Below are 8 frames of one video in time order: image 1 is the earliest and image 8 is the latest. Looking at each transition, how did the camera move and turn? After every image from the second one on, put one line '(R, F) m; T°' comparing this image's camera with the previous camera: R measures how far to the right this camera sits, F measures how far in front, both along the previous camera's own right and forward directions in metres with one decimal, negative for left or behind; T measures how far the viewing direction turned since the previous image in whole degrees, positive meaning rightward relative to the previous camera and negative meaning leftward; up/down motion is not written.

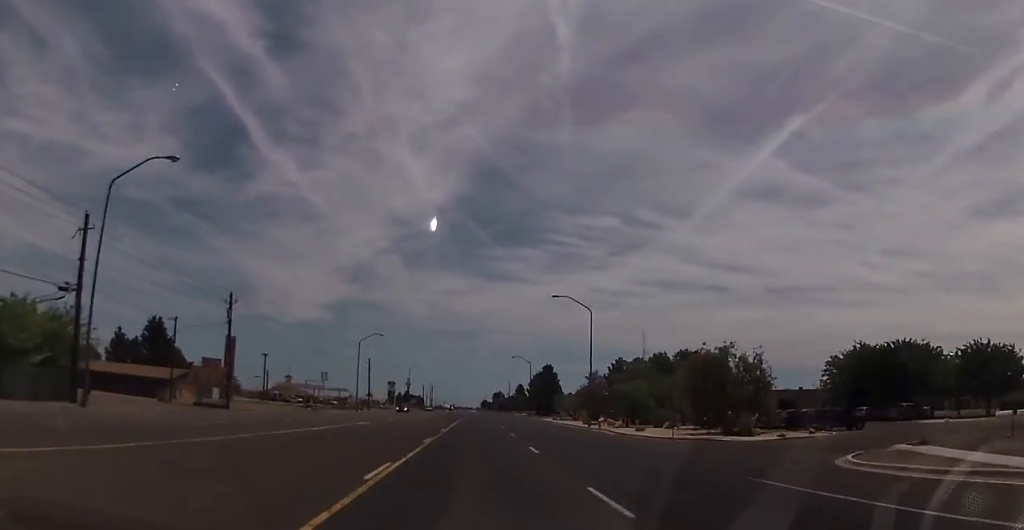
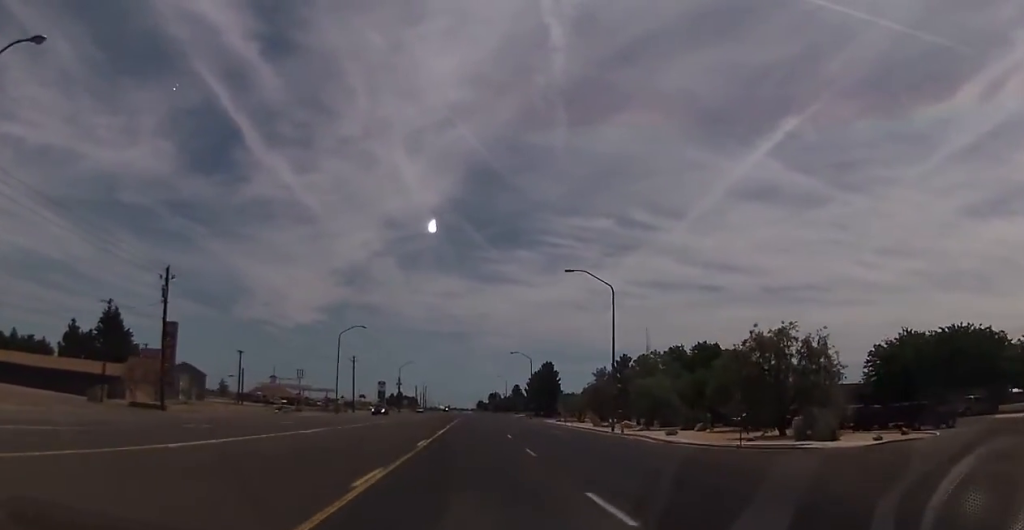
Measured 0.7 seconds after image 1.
(0.0, +12.8) m; 0°
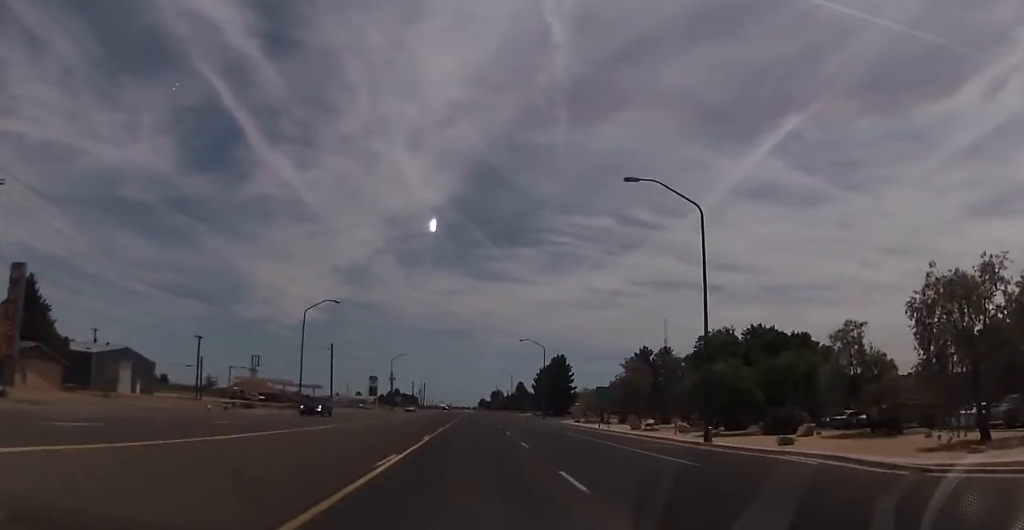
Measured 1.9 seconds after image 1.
(0.0, +21.2) m; 0°
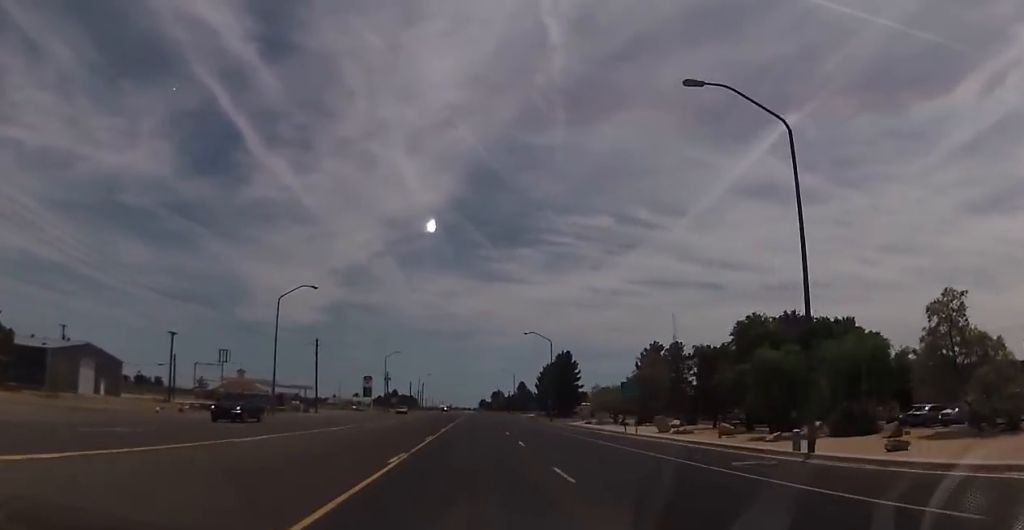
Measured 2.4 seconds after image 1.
(0.0, +10.3) m; 0°
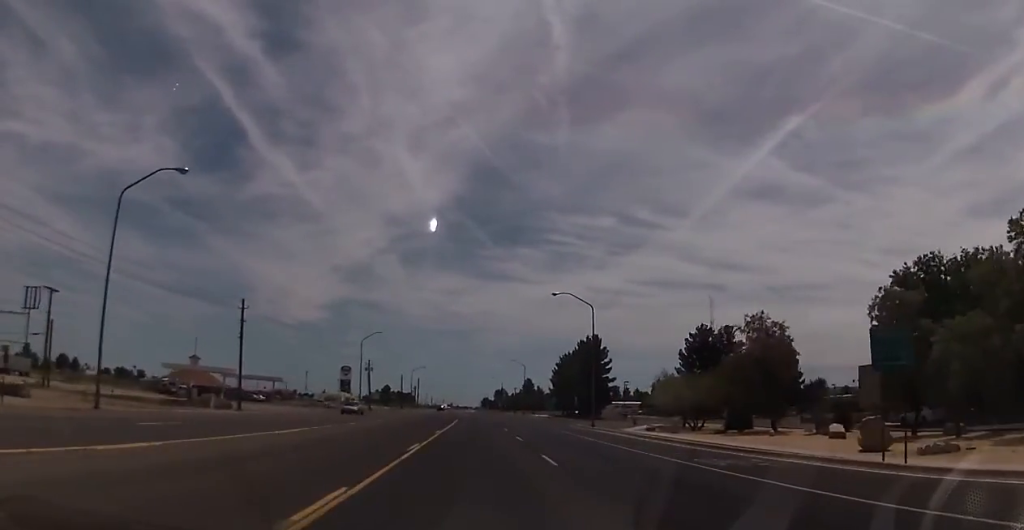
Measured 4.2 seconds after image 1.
(0.0, +32.8) m; 0°
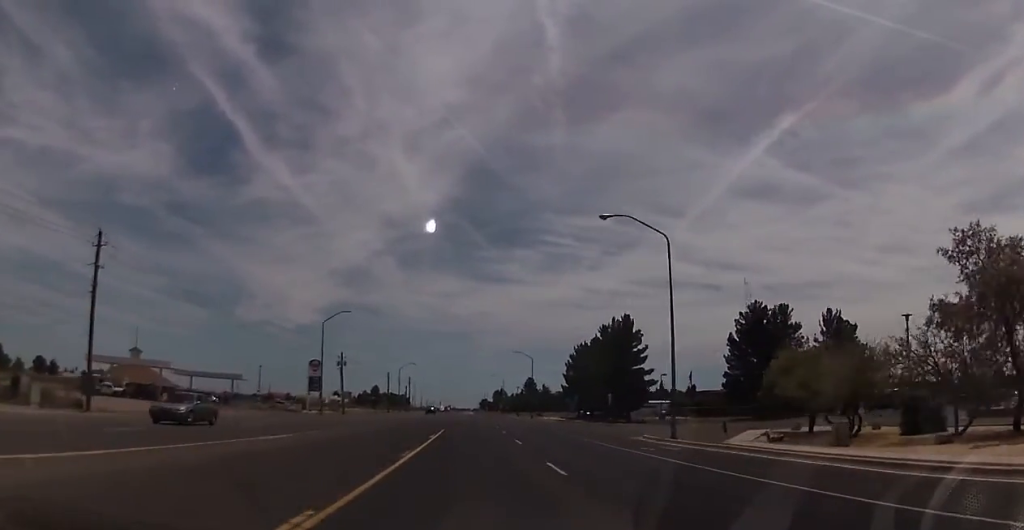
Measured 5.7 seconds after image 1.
(+0.3, +26.7) m; +2°
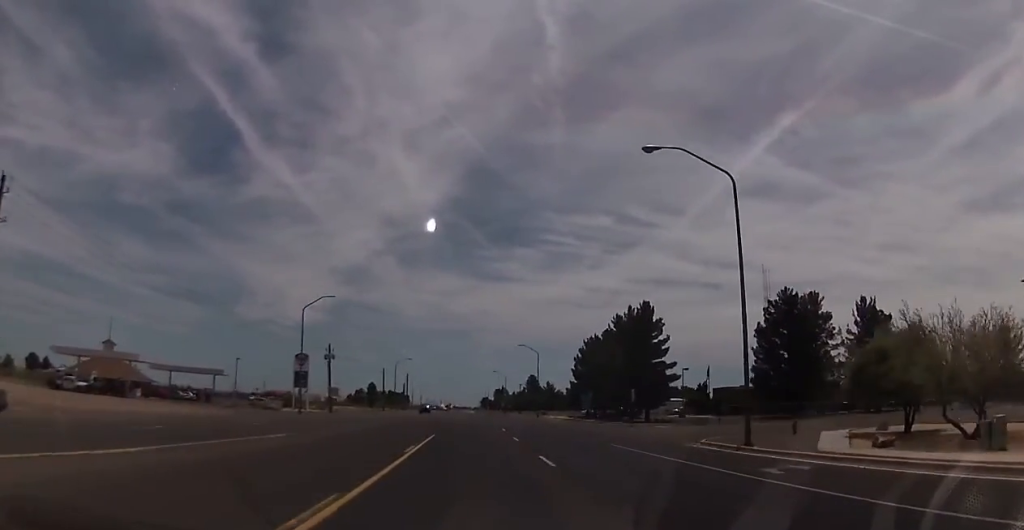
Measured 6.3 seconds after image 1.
(+0.3, +10.4) m; 0°
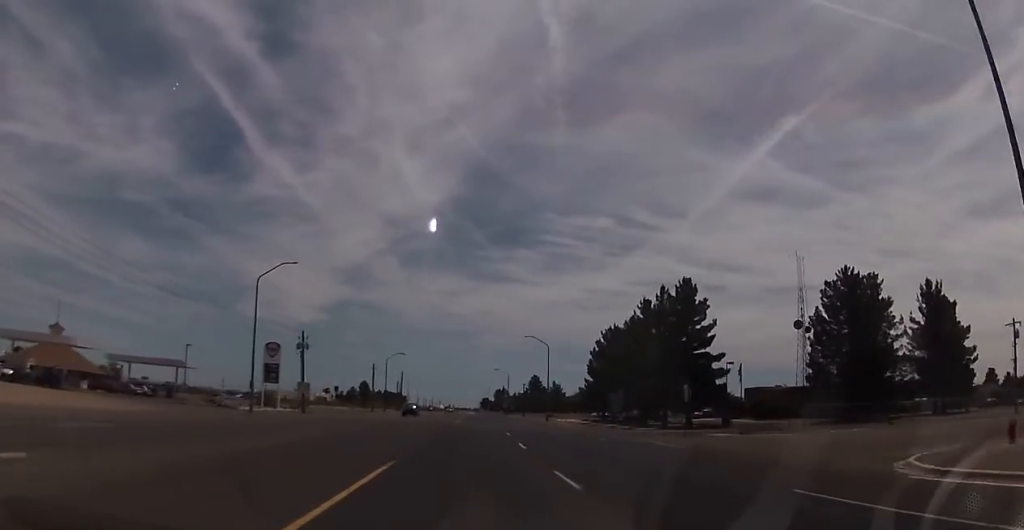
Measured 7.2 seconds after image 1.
(-0.3, +16.4) m; -1°
